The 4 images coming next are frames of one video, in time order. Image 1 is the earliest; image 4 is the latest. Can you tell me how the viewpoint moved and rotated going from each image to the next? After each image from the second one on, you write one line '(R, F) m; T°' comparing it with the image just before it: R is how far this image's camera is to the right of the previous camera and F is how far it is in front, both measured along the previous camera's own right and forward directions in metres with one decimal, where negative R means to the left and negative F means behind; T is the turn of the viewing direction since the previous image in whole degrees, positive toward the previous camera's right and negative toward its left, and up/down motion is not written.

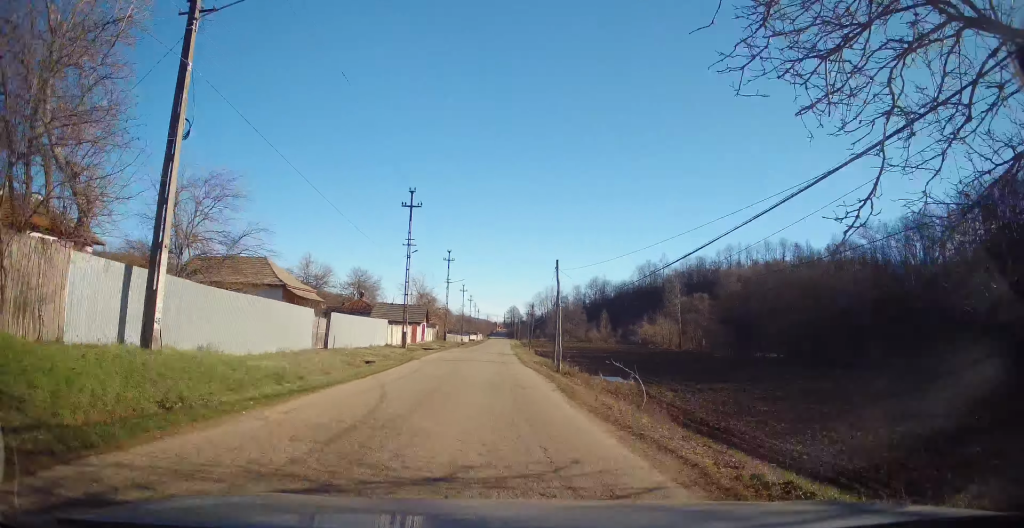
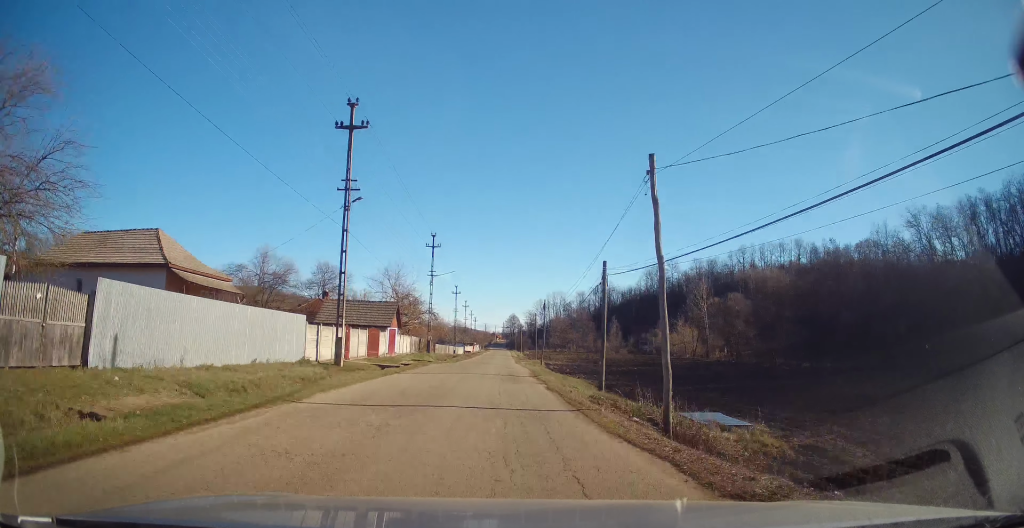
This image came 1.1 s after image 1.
(-0.4, +18.1) m; -2°
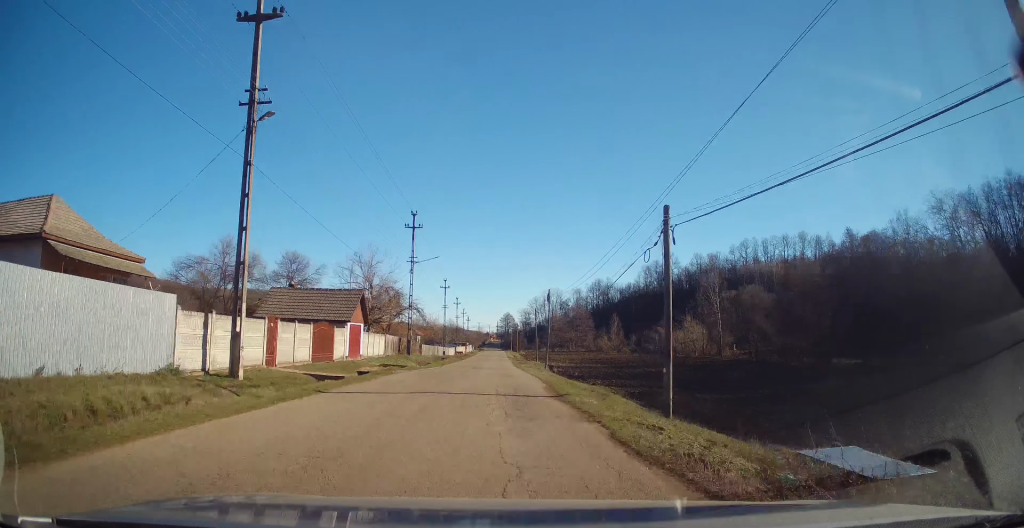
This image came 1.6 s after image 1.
(0.0, +9.9) m; 0°
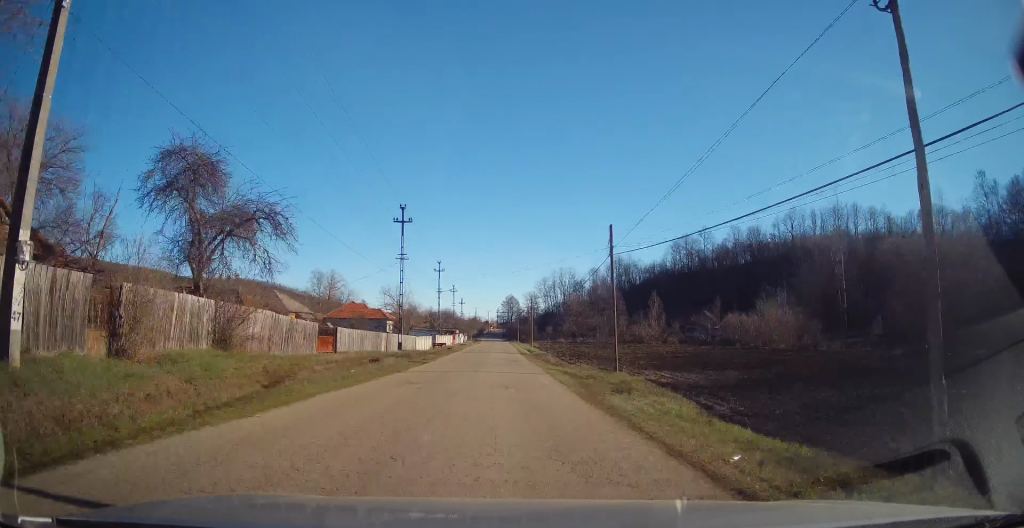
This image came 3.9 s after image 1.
(+0.5, +41.6) m; +1°
